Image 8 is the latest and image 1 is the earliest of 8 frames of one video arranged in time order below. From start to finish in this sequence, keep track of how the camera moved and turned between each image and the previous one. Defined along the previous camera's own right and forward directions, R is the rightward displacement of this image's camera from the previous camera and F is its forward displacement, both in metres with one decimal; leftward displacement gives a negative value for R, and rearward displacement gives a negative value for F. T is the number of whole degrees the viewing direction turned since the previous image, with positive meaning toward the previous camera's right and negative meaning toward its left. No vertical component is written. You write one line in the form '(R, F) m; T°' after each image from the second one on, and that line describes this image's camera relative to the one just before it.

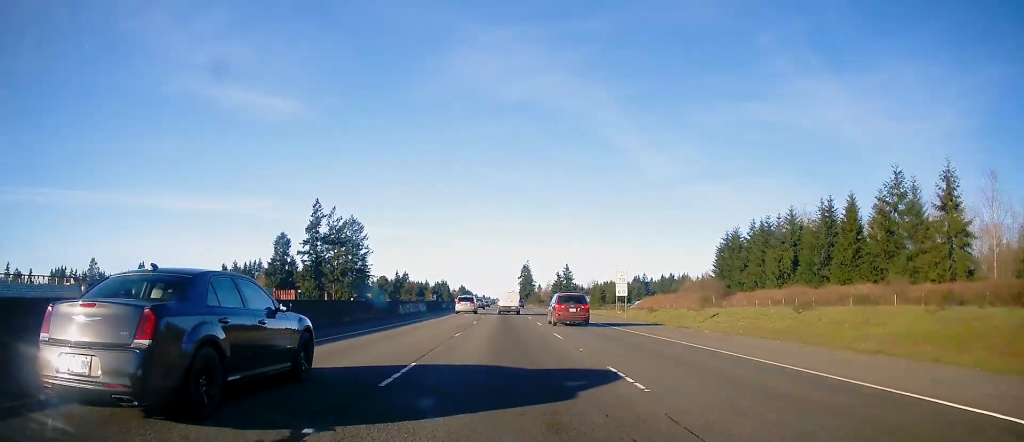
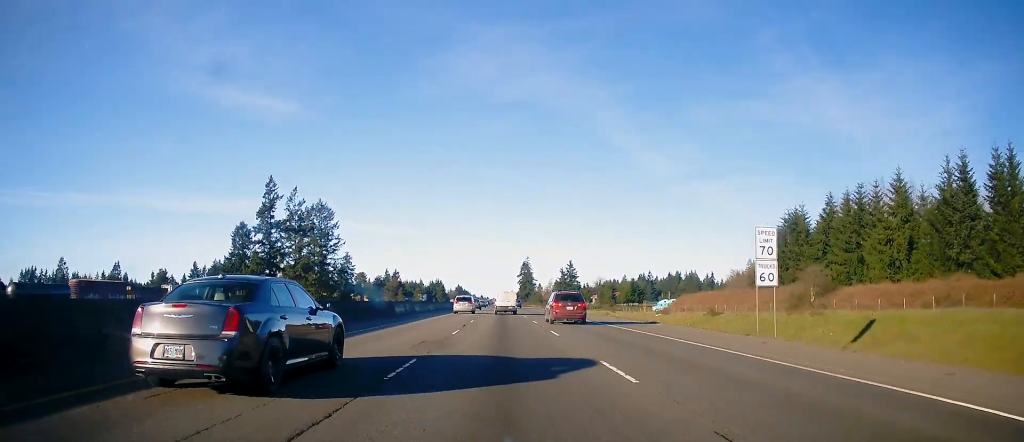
(+0.2, +35.9) m; 0°
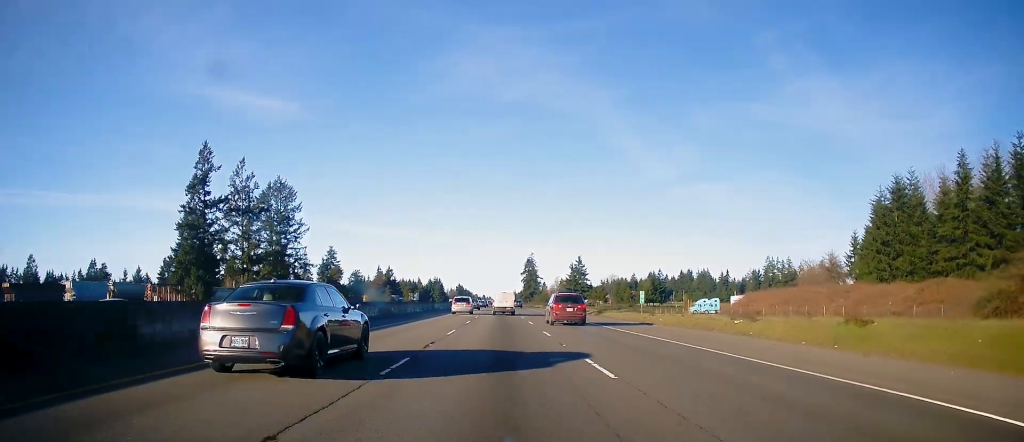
(-0.2, +35.9) m; -1°
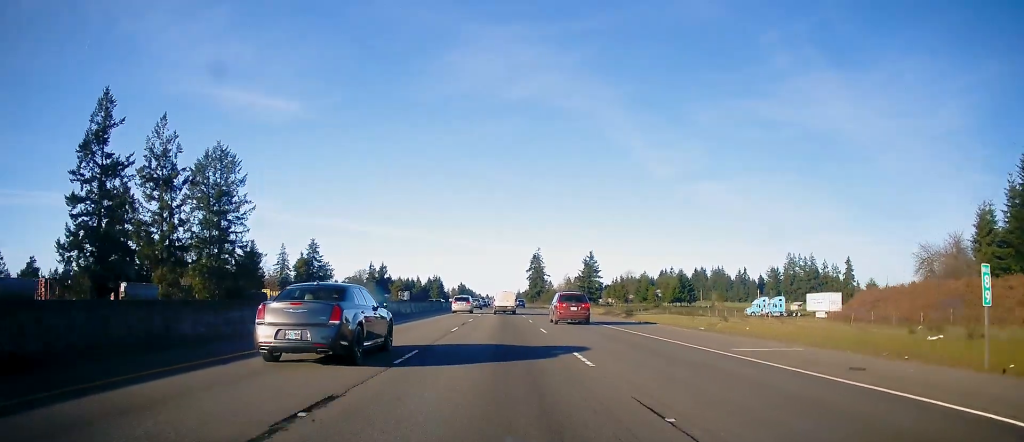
(-0.2, +34.8) m; -1°
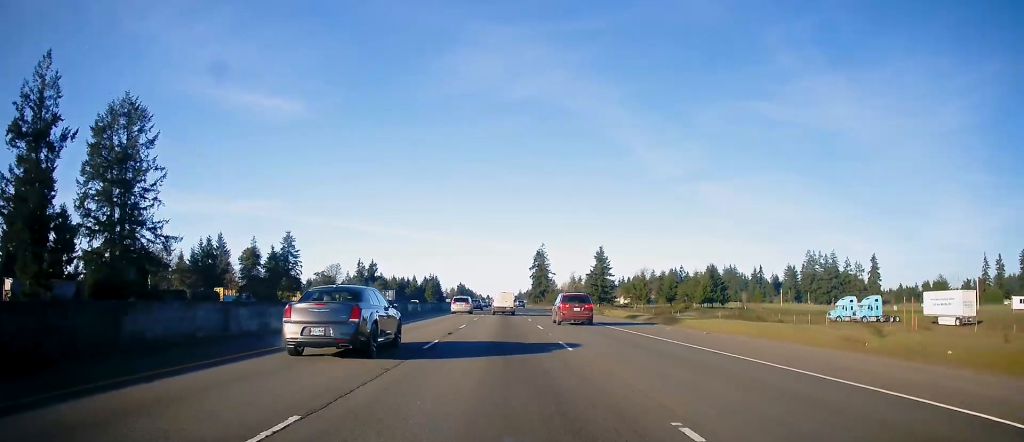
(-0.1, +32.8) m; 0°
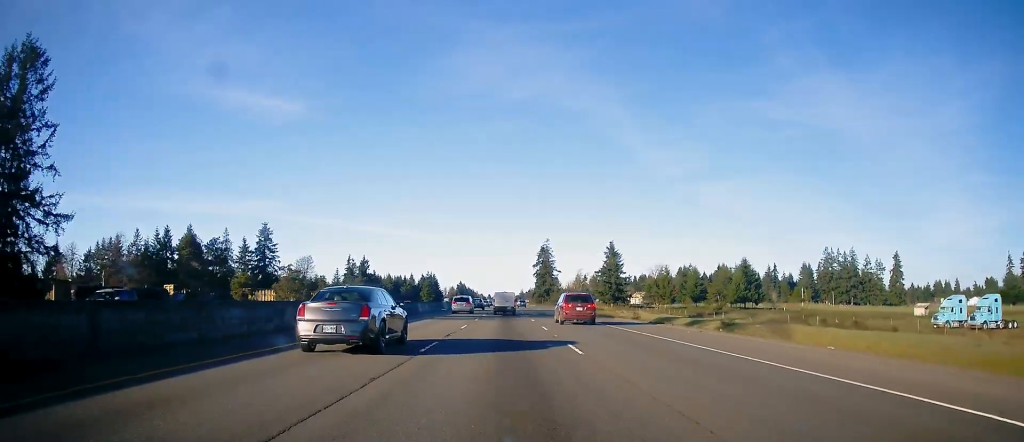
(+0.1, +25.6) m; +1°
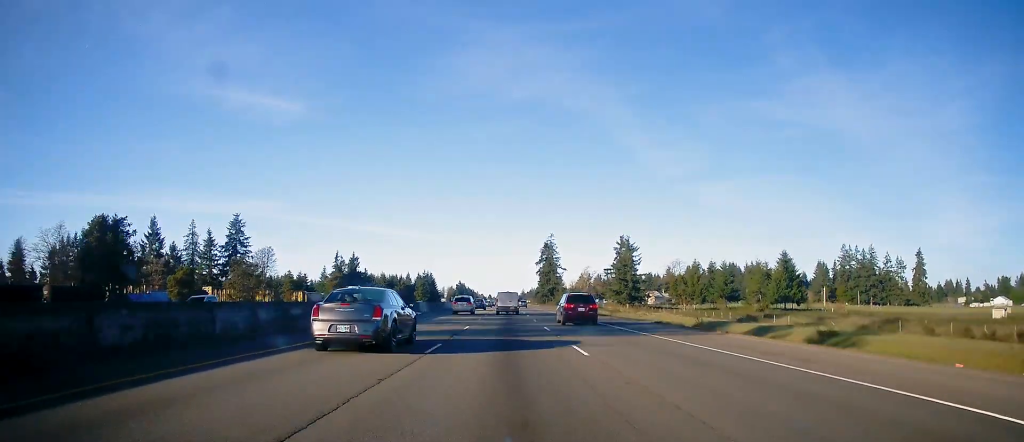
(+0.1, +24.7) m; 0°
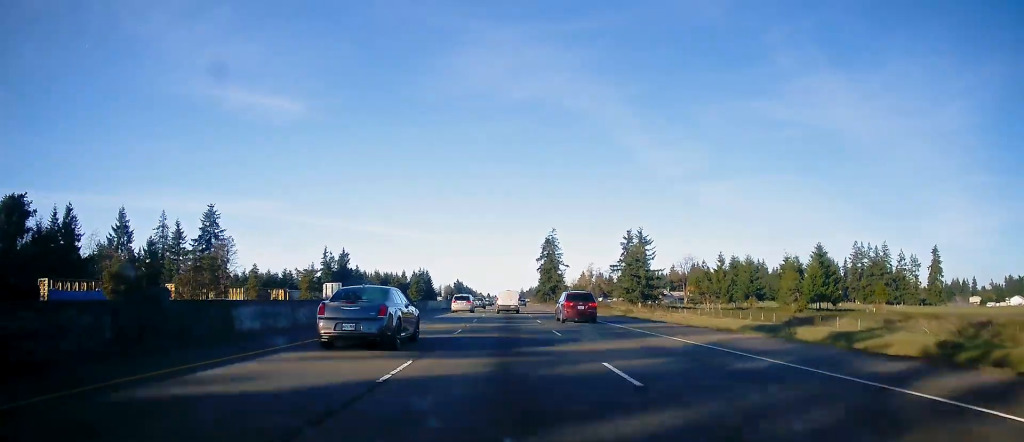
(-0.1, +17.4) m; 0°
